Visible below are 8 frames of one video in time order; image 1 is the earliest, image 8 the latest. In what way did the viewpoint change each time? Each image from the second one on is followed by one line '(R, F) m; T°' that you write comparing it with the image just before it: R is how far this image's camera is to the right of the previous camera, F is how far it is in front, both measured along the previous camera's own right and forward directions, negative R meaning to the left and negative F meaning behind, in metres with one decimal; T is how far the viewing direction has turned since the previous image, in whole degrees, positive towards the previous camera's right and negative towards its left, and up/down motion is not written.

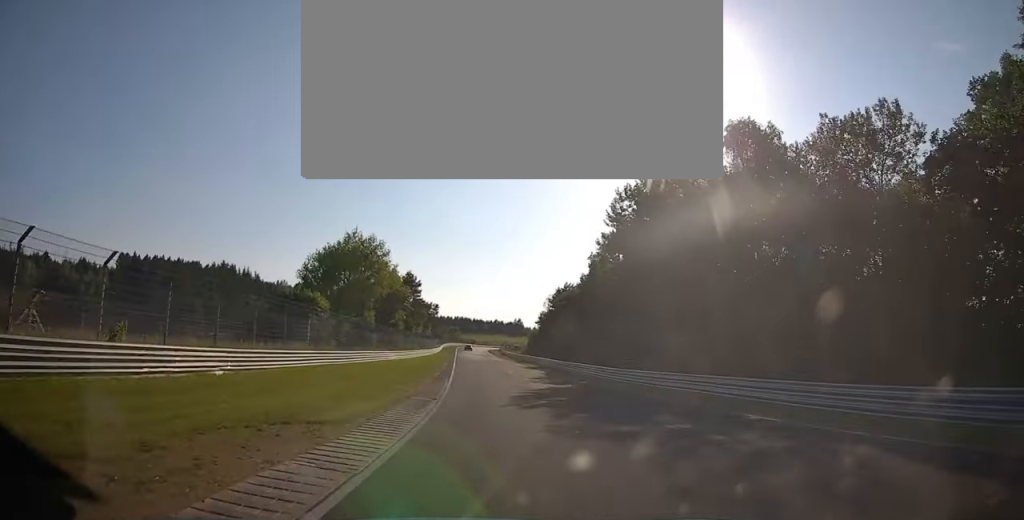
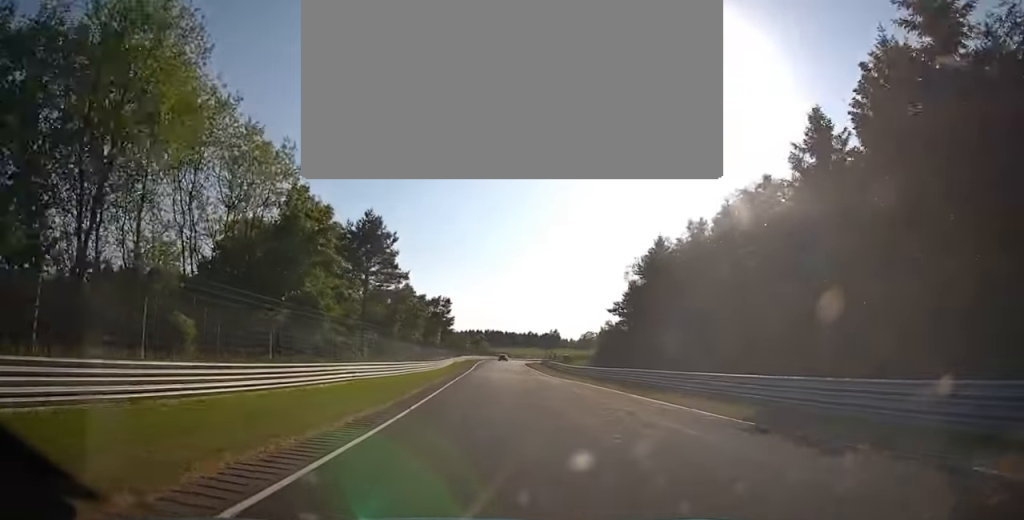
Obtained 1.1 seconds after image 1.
(-0.5, +49.6) m; -2°
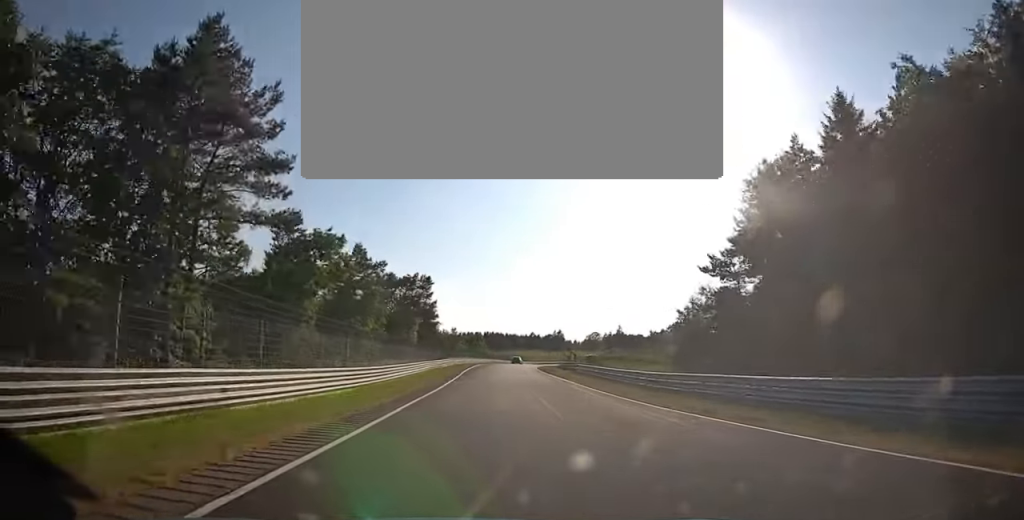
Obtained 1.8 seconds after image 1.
(-0.7, +30.1) m; 0°
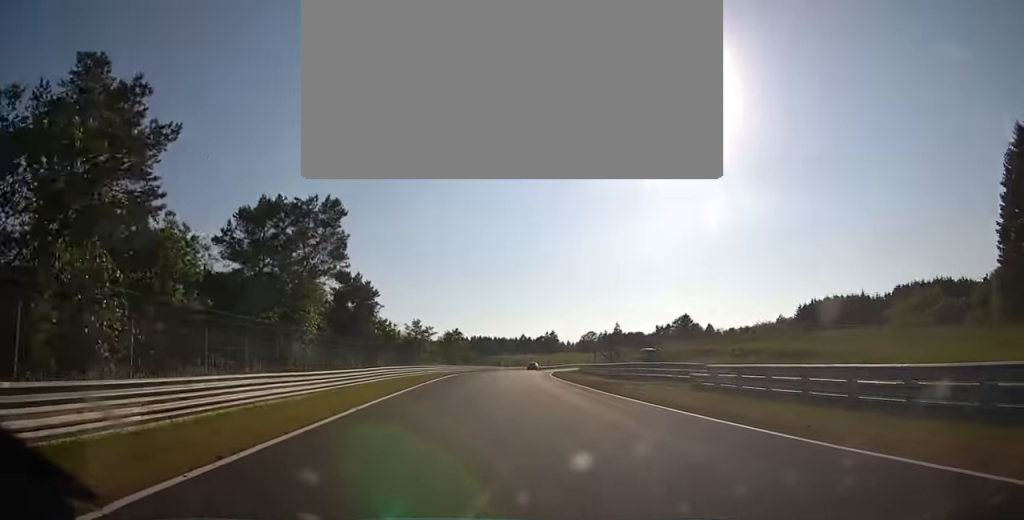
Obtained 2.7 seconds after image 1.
(0.0, +36.9) m; +1°
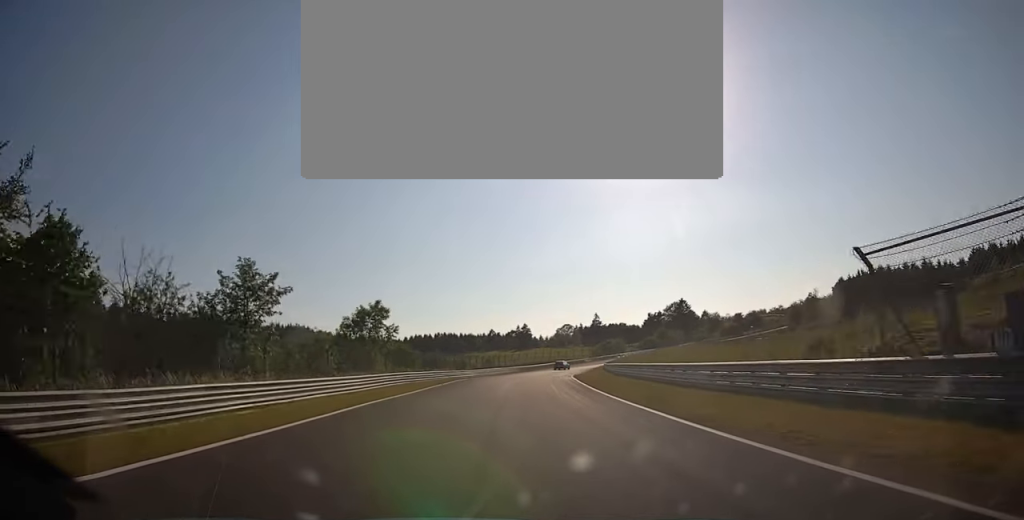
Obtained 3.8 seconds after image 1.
(+0.9, +46.4) m; +4°
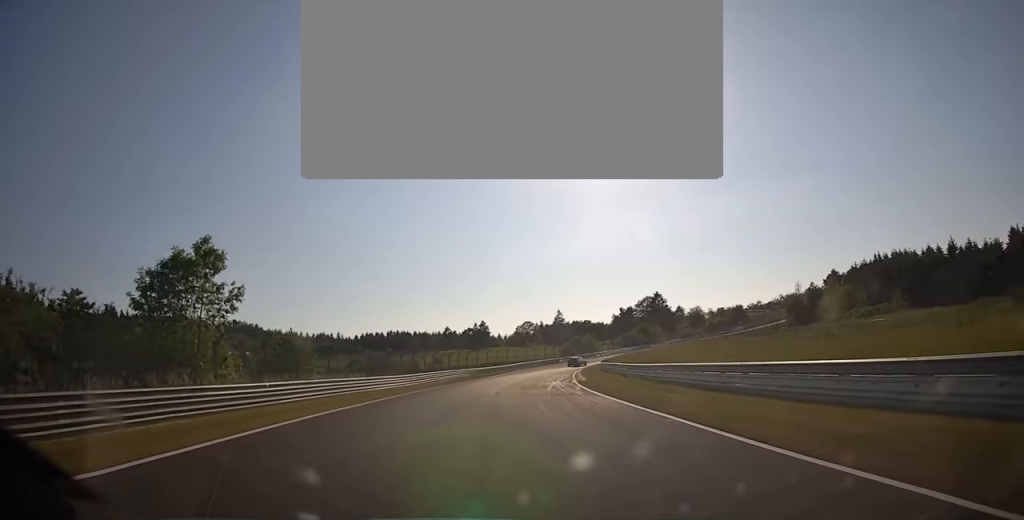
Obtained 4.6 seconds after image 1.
(+1.1, +27.1) m; +5°
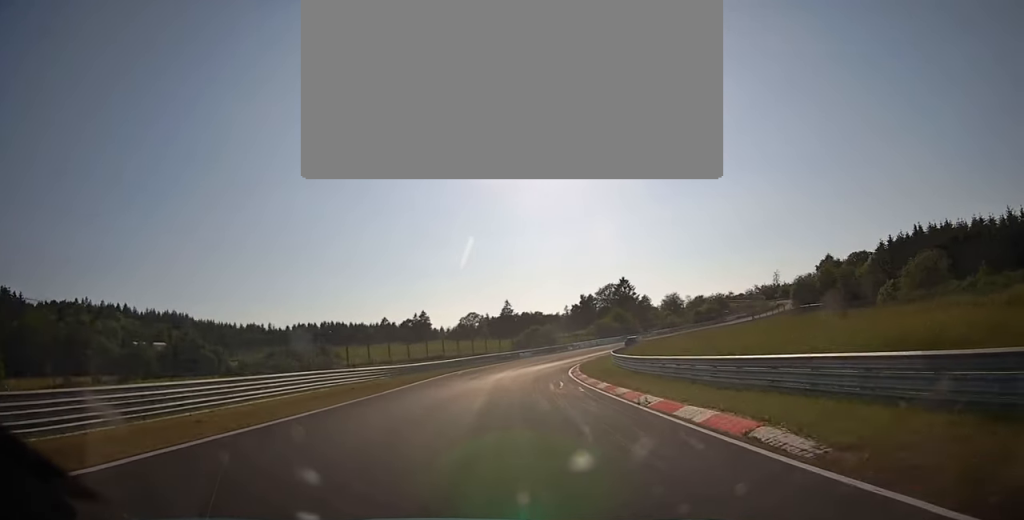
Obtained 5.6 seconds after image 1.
(+2.3, +34.2) m; +8°
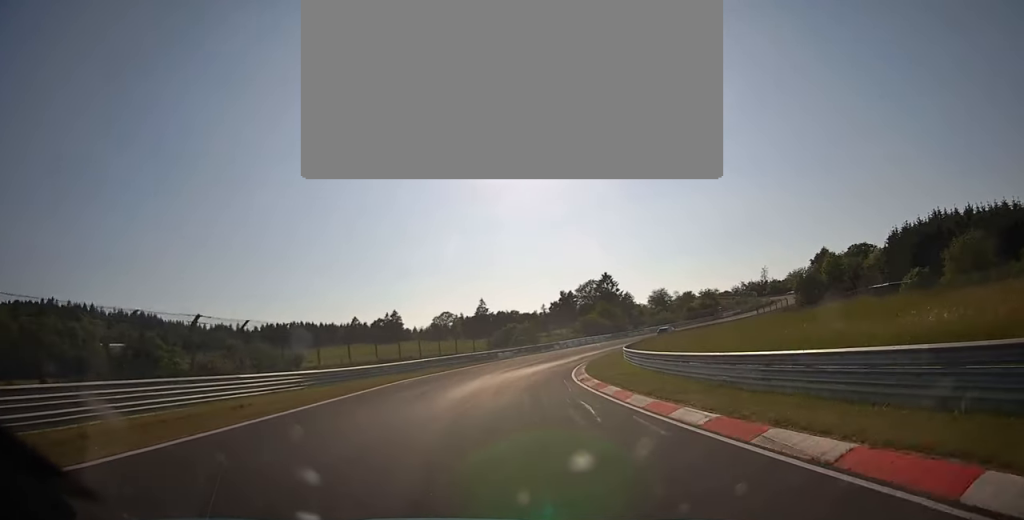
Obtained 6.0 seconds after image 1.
(0.0, +13.2) m; +4°
